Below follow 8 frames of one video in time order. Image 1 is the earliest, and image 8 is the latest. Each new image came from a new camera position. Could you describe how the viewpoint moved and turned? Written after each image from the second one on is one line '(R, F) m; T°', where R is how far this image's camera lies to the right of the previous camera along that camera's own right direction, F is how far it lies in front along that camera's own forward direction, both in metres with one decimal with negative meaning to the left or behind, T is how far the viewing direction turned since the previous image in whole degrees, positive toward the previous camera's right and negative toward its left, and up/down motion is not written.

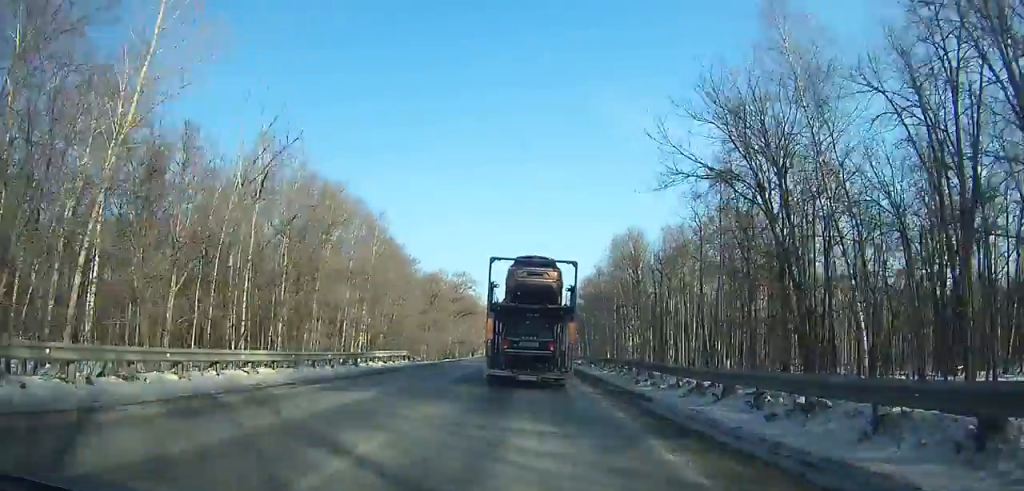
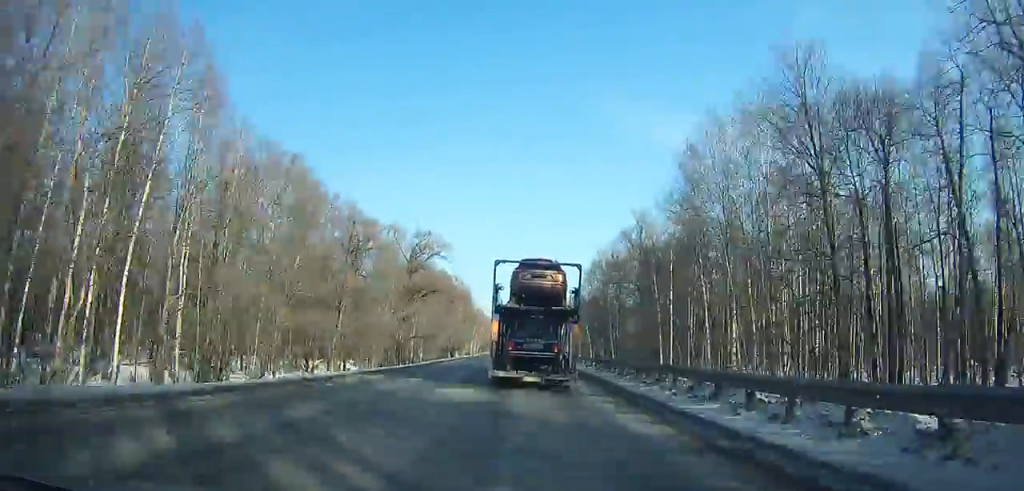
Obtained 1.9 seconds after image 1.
(0.0, +41.3) m; 0°
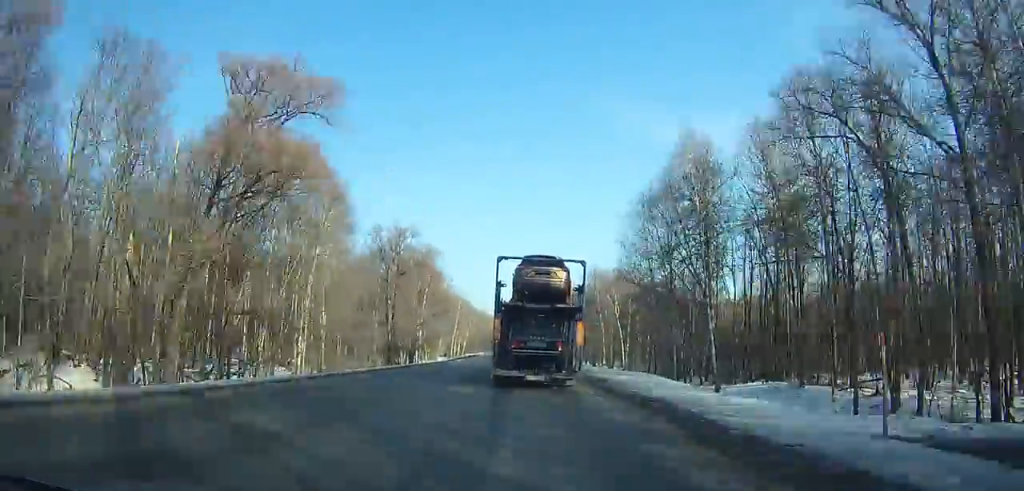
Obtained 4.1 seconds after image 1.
(+0.2, +48.4) m; 0°
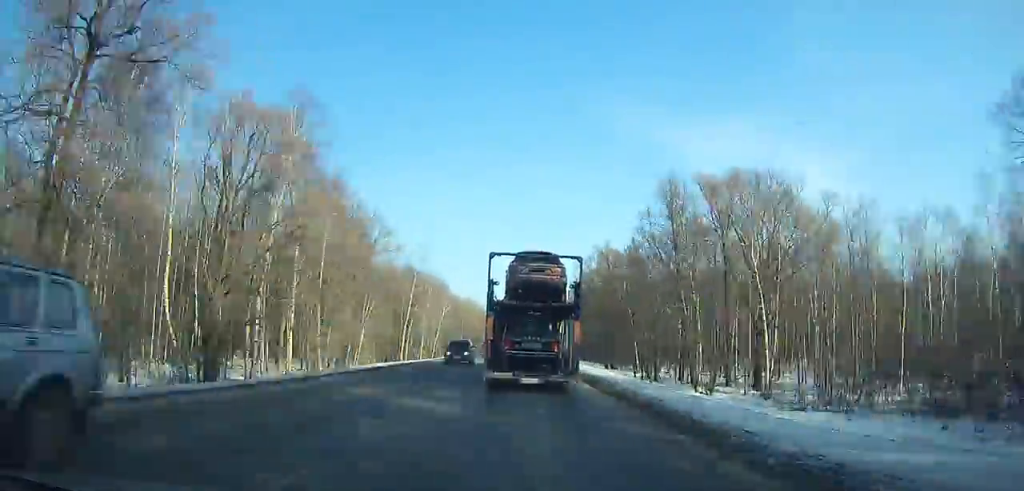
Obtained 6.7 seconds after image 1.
(0.0, +57.8) m; 0°
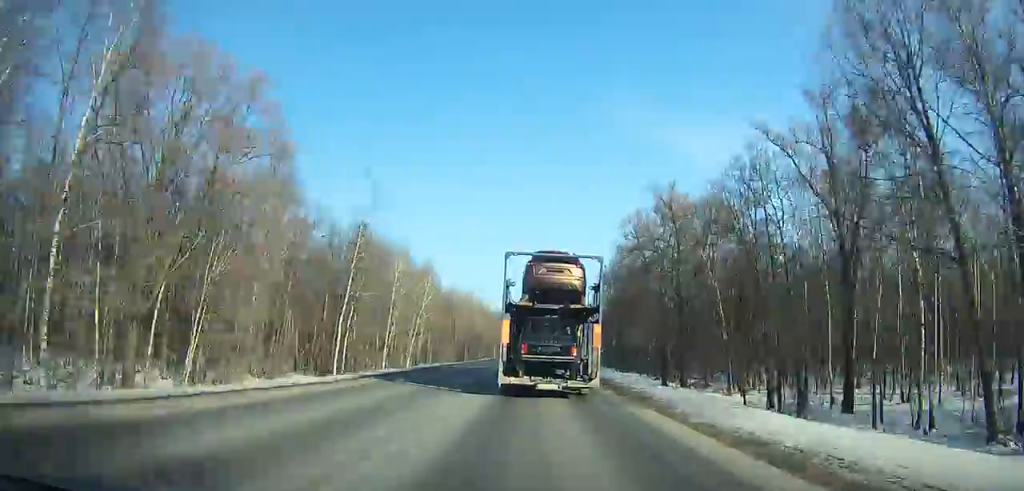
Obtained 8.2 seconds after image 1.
(0.0, +33.6) m; 0°
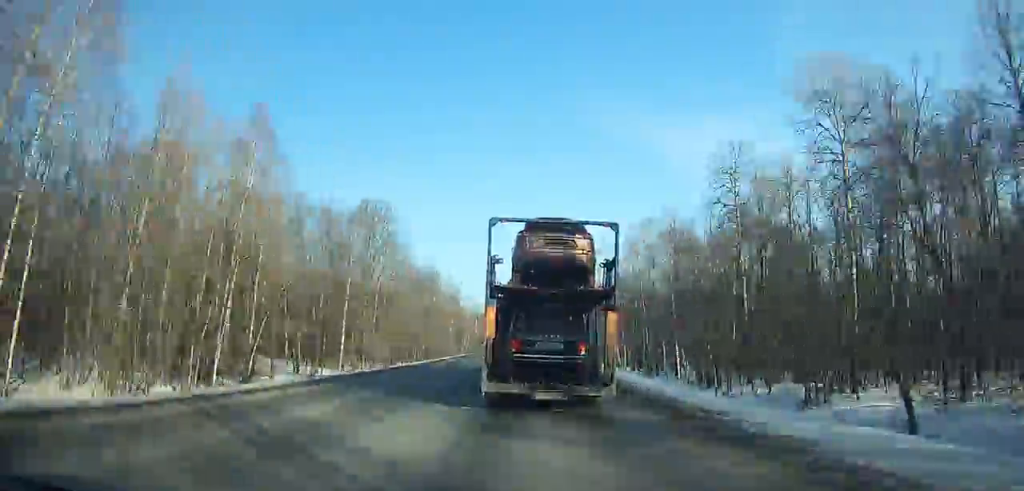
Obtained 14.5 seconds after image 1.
(+2.5, +140.8) m; +2°
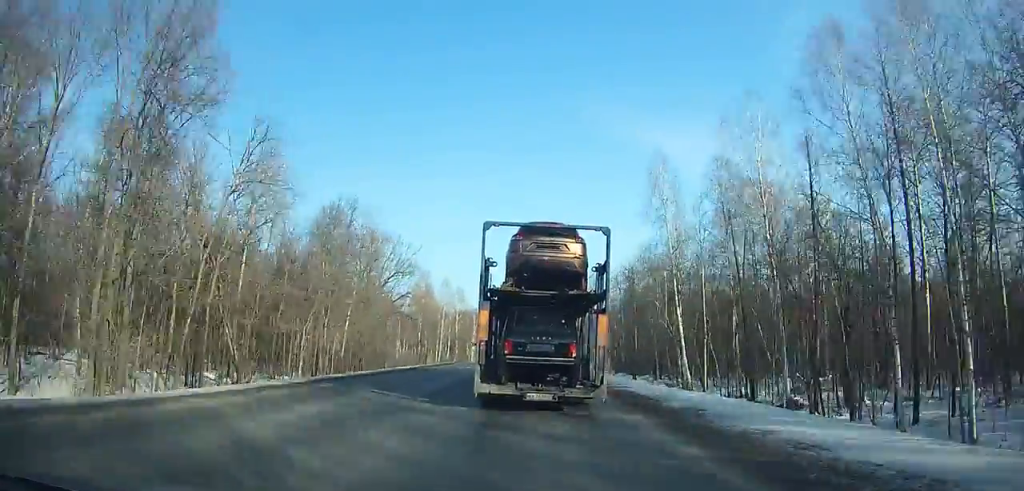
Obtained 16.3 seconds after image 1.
(0.0, +39.8) m; 0°
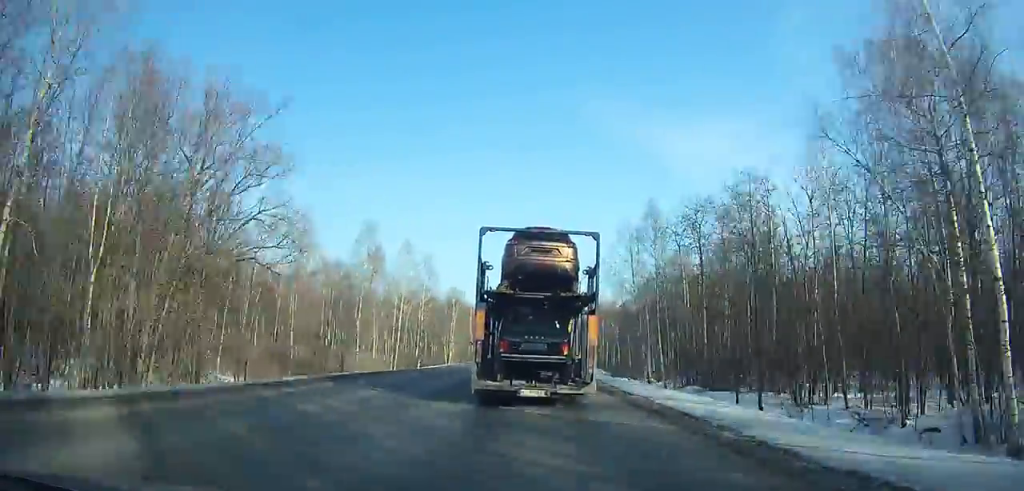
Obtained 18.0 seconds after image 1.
(+0.1, +37.5) m; 0°
